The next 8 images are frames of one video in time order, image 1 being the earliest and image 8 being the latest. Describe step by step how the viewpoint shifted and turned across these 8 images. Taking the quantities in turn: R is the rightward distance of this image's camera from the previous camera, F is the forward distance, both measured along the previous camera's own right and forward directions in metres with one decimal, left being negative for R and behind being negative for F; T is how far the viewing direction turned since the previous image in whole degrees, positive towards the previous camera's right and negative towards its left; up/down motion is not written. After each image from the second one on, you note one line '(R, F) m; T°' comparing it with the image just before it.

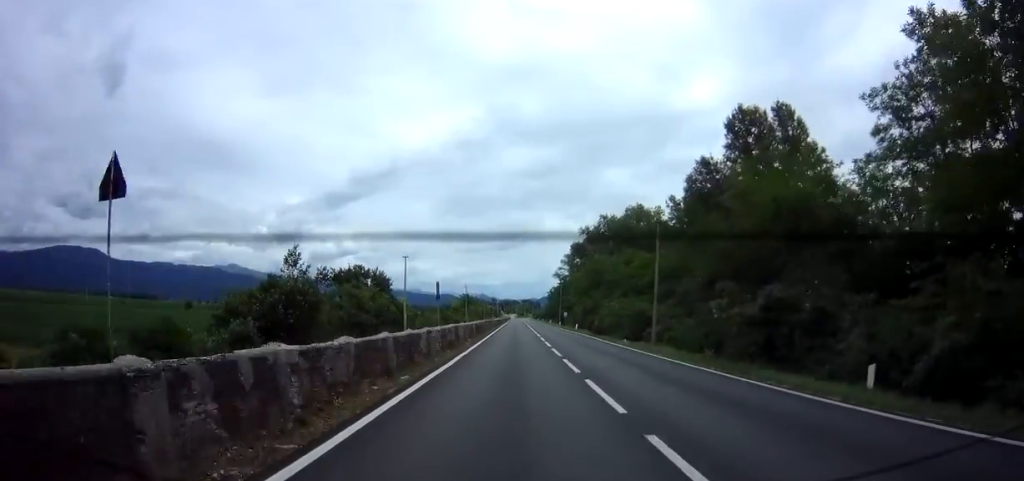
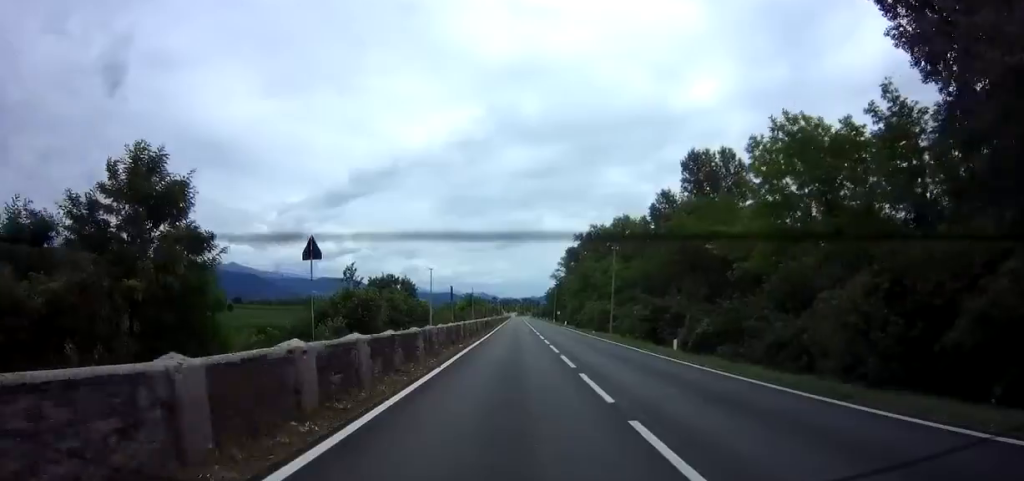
(+0.2, +12.5) m; 0°
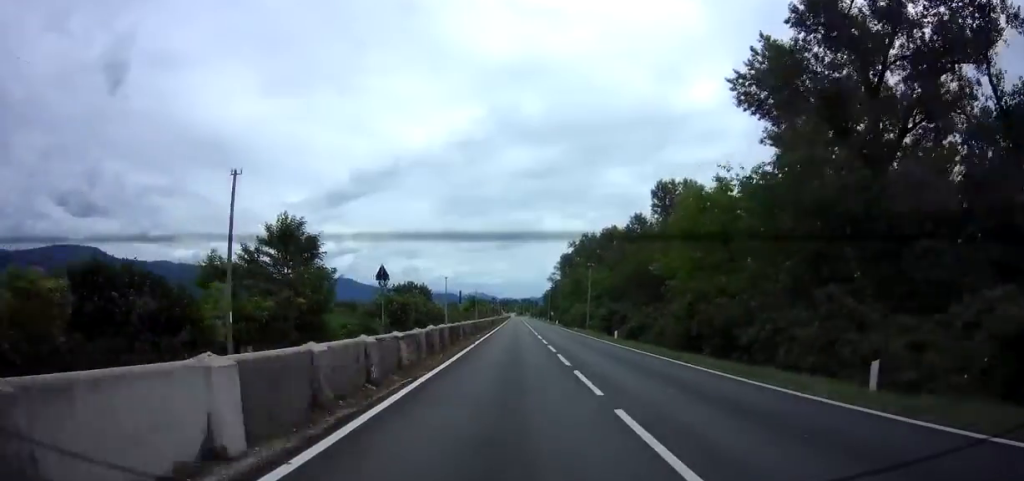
(-0.1, +12.5) m; 0°
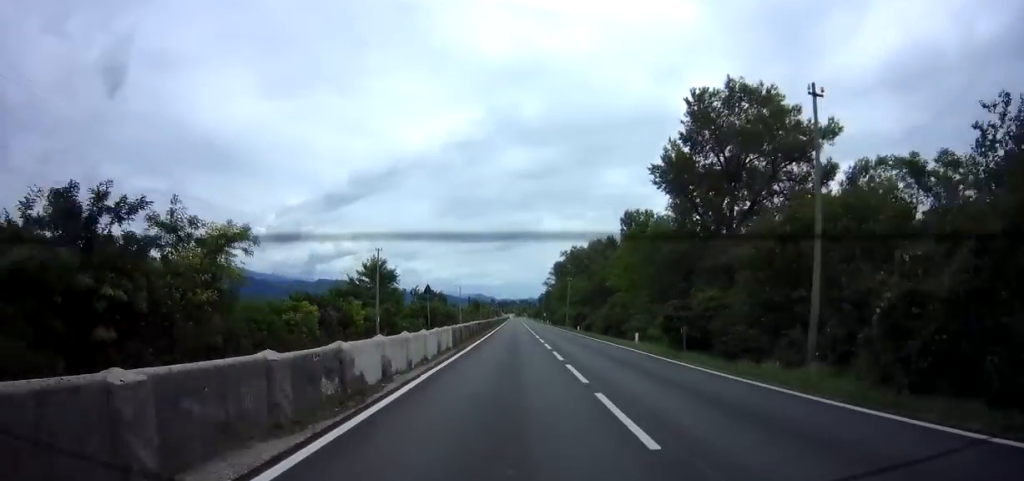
(-0.2, +19.1) m; 0°
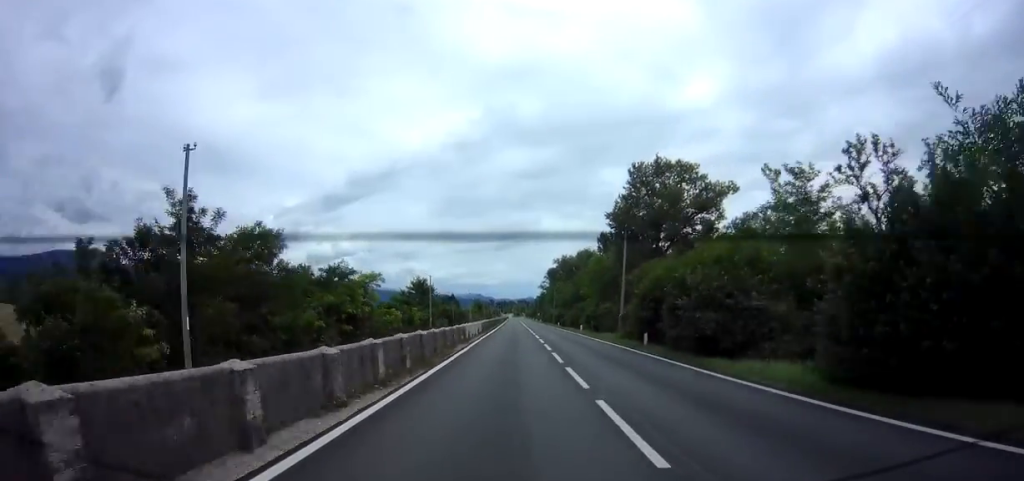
(+0.2, +23.4) m; +1°
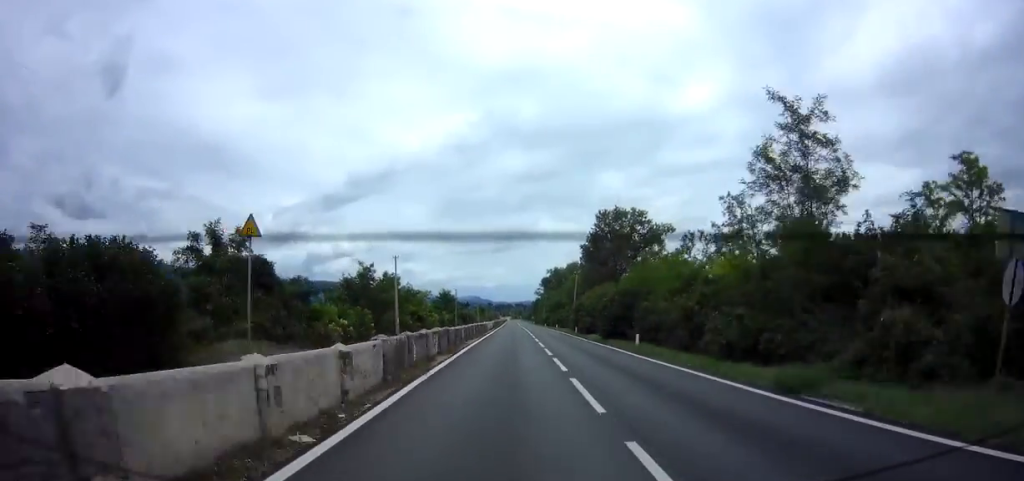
(+0.1, +26.8) m; 0°
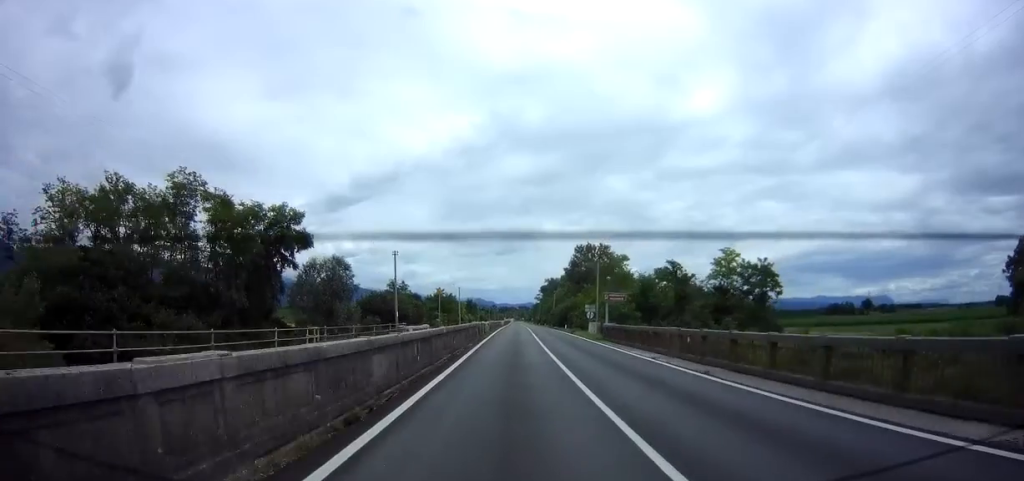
(0.0, +41.9) m; -1°
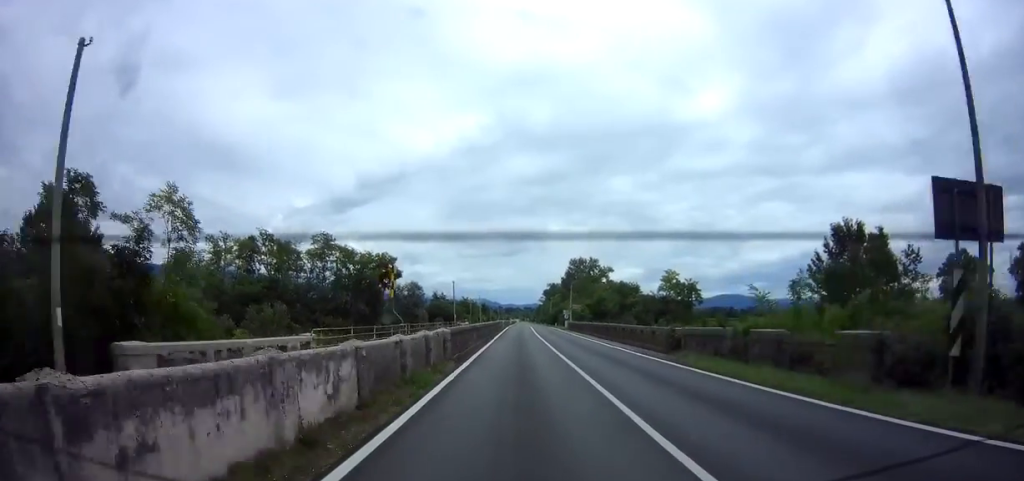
(-0.3, +29.5) m; -1°
